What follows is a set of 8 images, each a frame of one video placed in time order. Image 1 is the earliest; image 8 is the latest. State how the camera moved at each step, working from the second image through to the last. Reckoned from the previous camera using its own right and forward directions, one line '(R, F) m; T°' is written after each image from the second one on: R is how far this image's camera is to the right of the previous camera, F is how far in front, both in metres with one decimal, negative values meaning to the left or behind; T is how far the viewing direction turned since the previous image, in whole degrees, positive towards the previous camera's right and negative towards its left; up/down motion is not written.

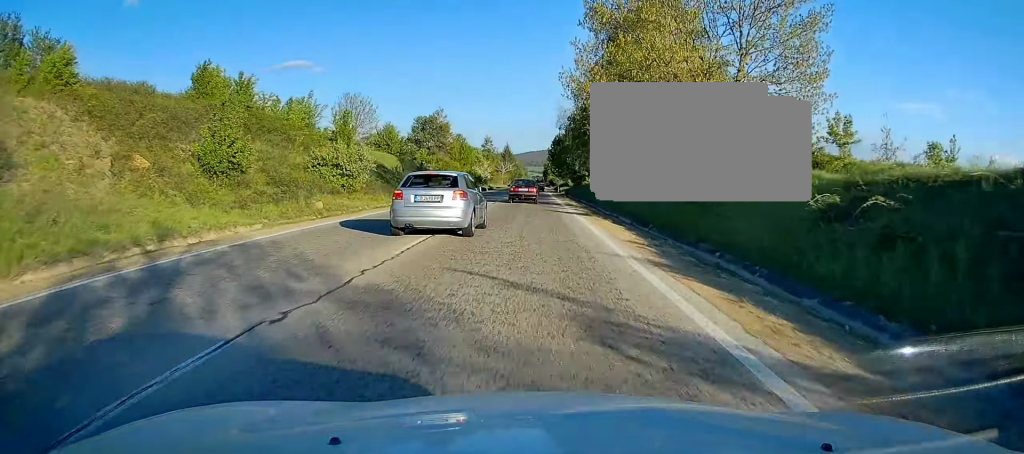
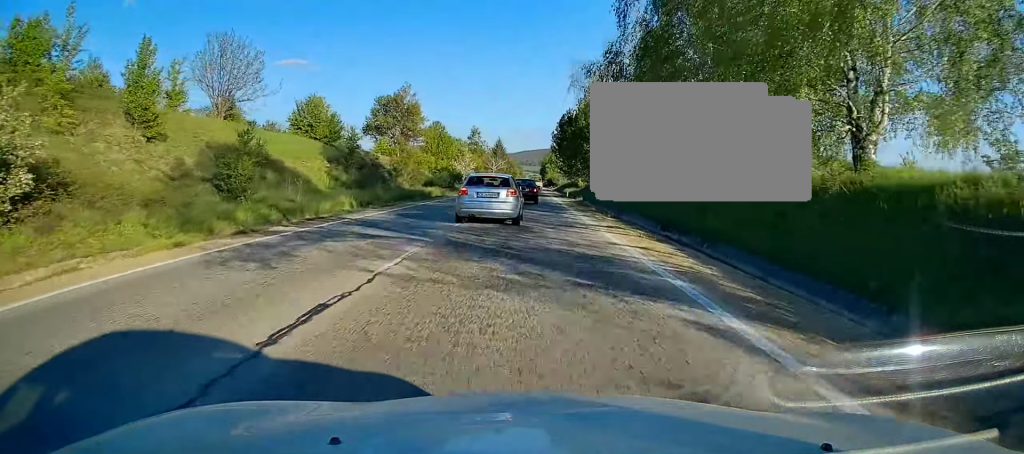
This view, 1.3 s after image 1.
(-0.2, +29.5) m; -1°
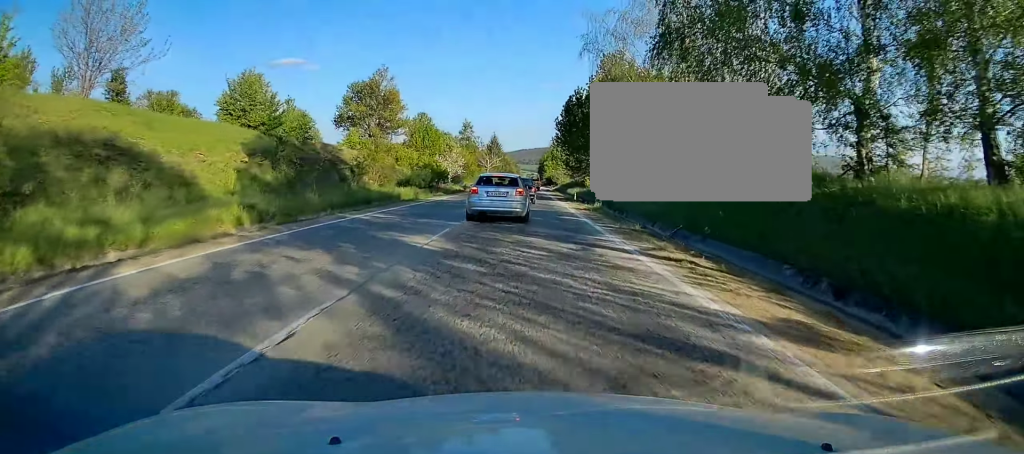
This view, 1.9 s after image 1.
(-0.2, +13.5) m; 0°
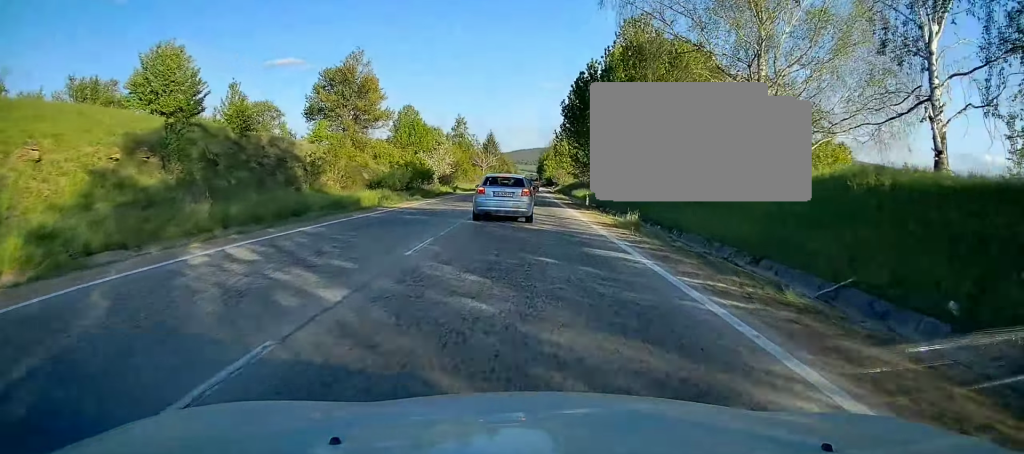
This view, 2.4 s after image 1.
(+0.1, +11.2) m; 0°
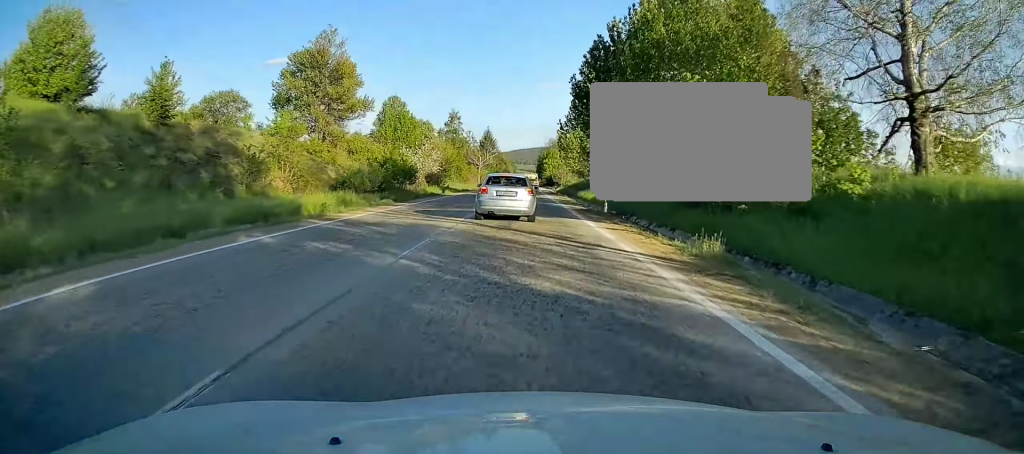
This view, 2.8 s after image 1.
(+0.2, +9.7) m; 0°
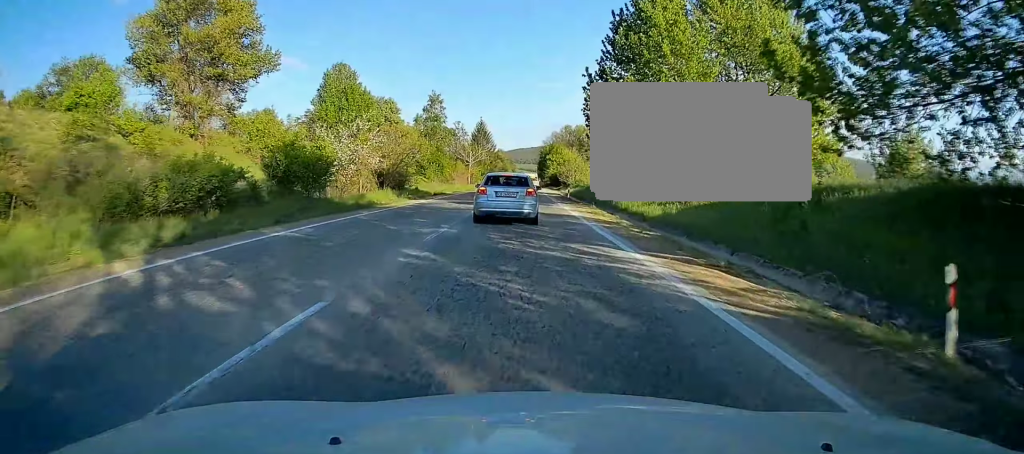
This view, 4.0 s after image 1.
(-0.2, +24.9) m; 0°
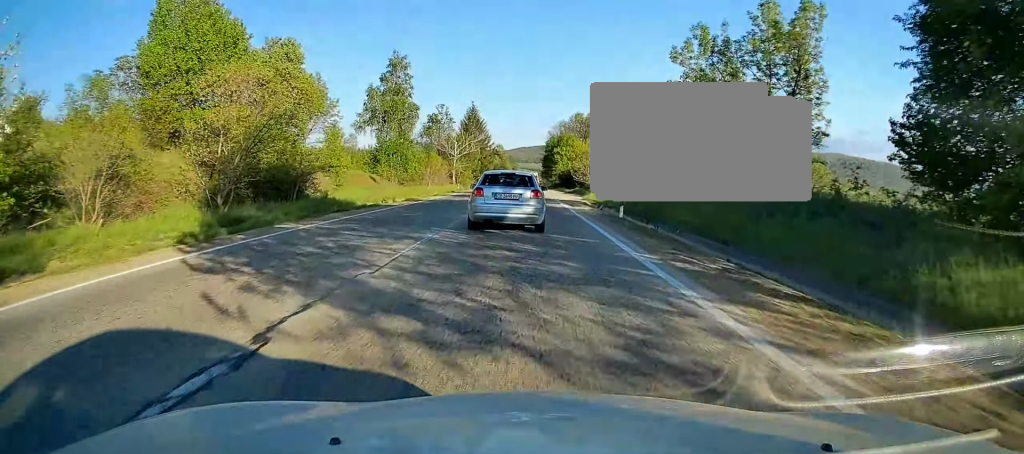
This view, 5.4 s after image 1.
(+0.3, +29.8) m; +1°
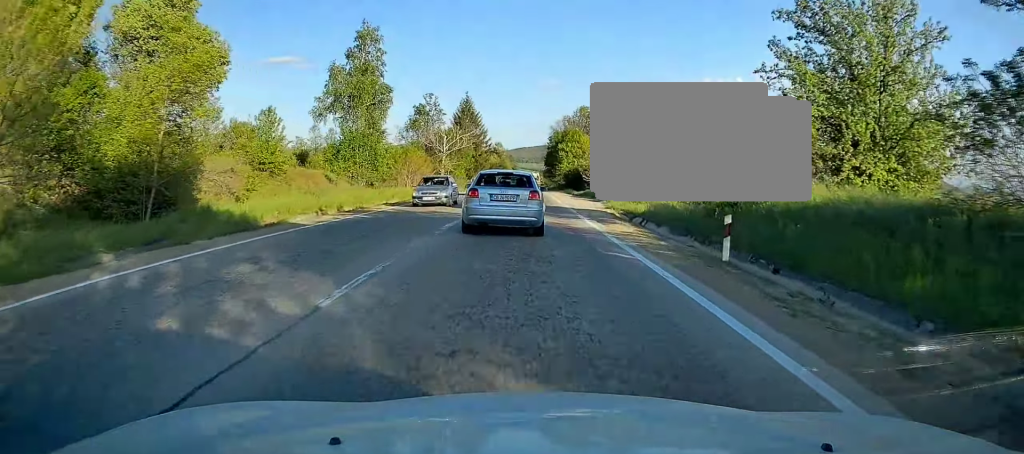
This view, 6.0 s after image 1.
(+0.2, +13.6) m; 0°
